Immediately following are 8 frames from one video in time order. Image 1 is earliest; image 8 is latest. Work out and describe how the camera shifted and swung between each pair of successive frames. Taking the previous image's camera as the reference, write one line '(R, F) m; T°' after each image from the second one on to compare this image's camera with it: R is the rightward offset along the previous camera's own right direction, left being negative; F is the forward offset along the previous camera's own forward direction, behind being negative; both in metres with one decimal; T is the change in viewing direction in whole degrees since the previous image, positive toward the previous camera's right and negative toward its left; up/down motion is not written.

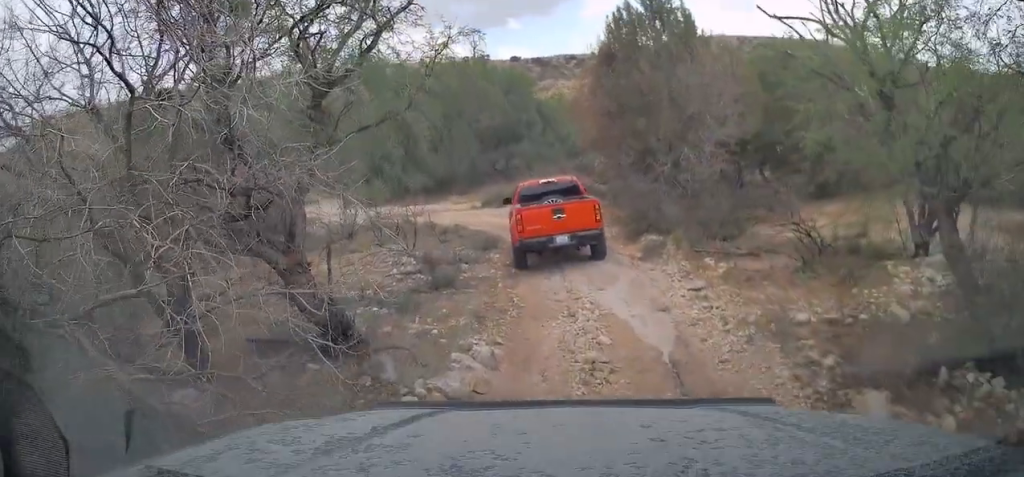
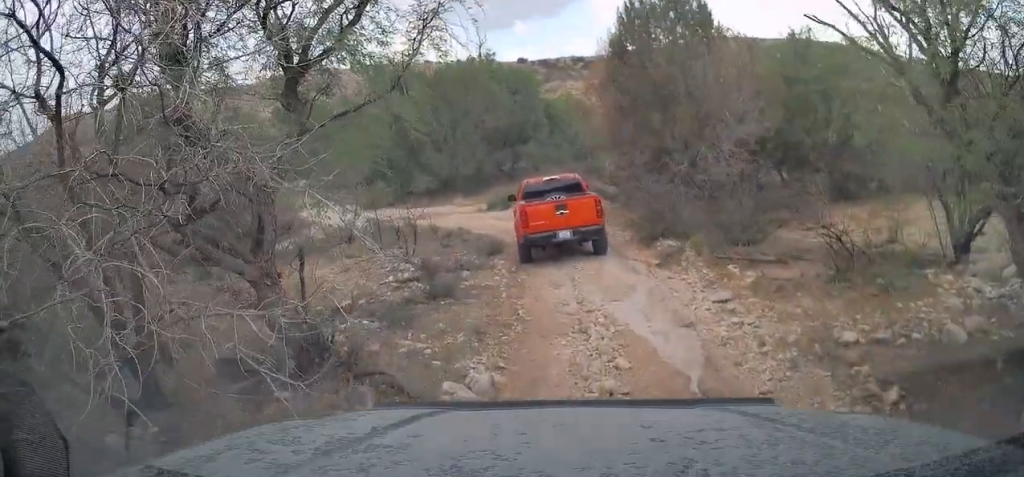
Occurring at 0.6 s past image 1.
(0.0, +1.1) m; -7°
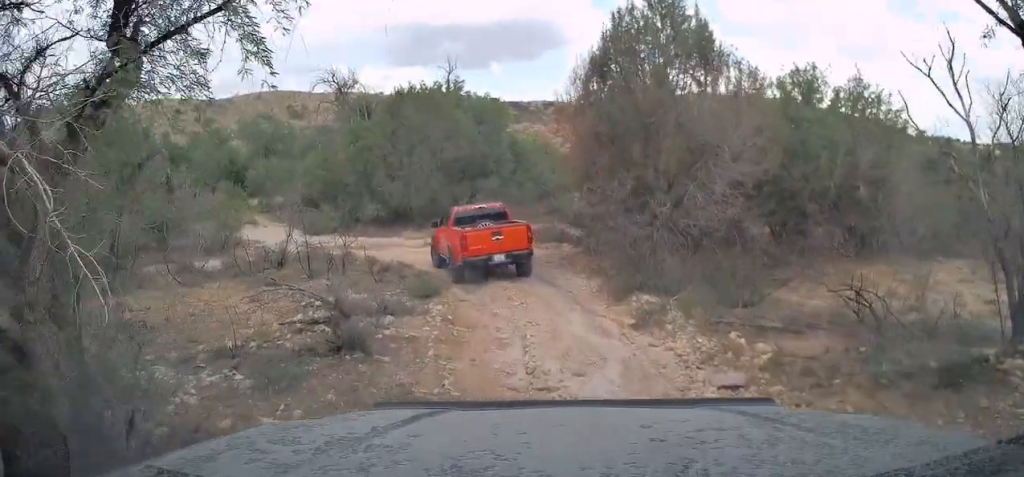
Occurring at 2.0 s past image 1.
(-0.2, +2.6) m; 0°
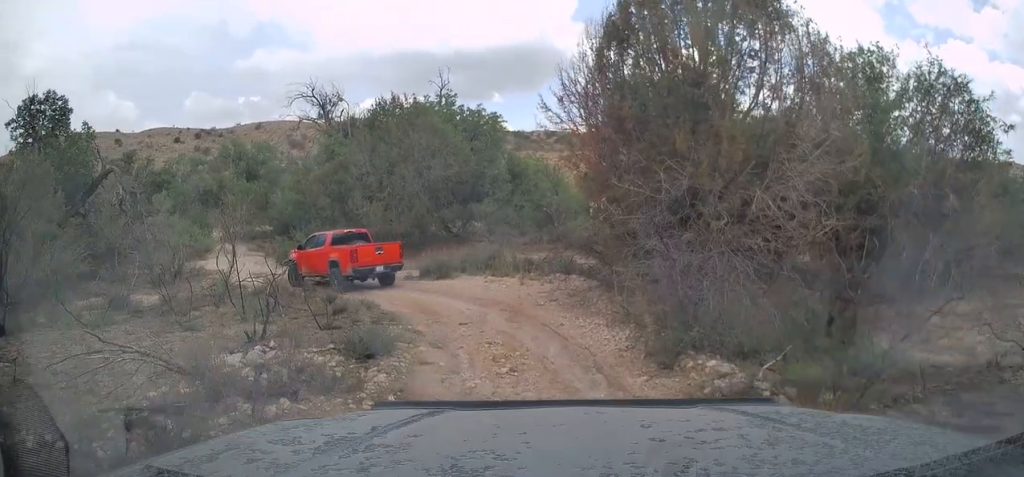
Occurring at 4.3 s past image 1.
(-0.8, +3.8) m; -7°
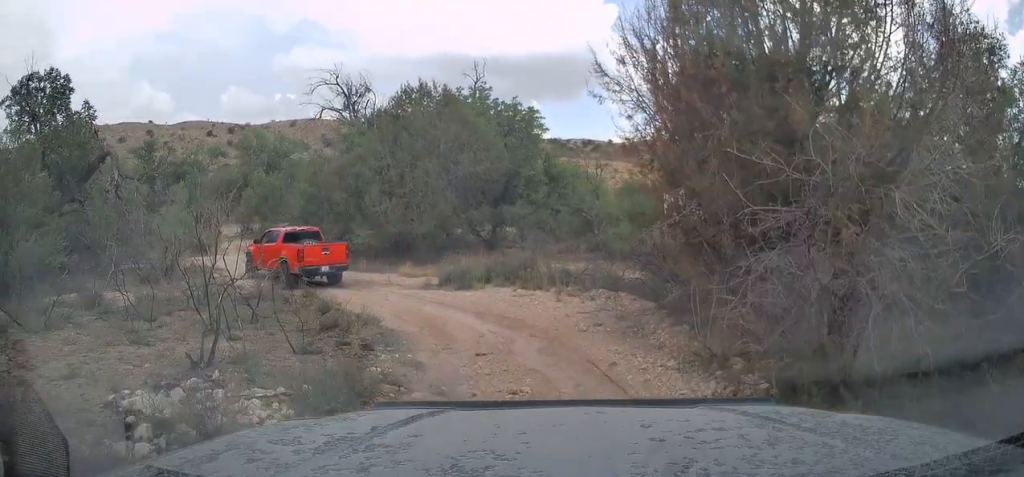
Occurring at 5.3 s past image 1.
(+0.5, +2.2) m; +1°
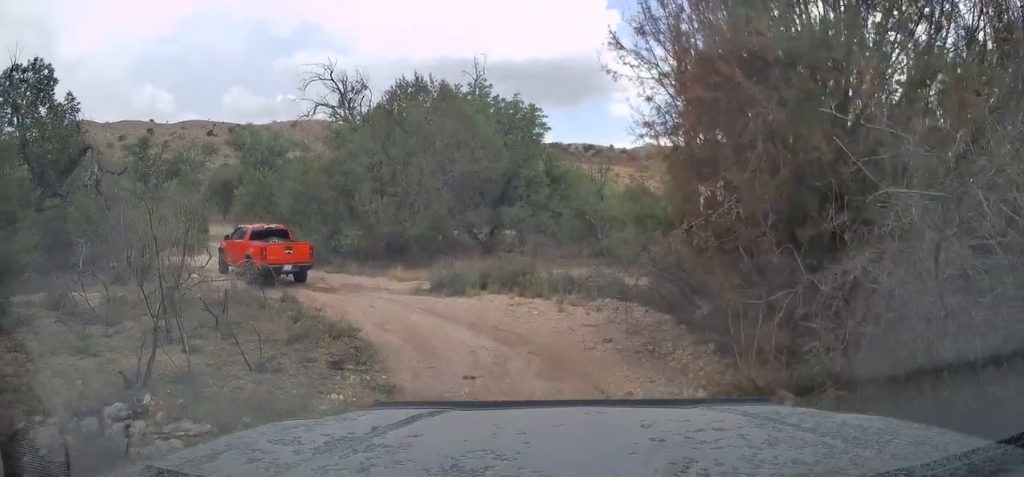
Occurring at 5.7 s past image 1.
(-0.1, +1.0) m; -4°
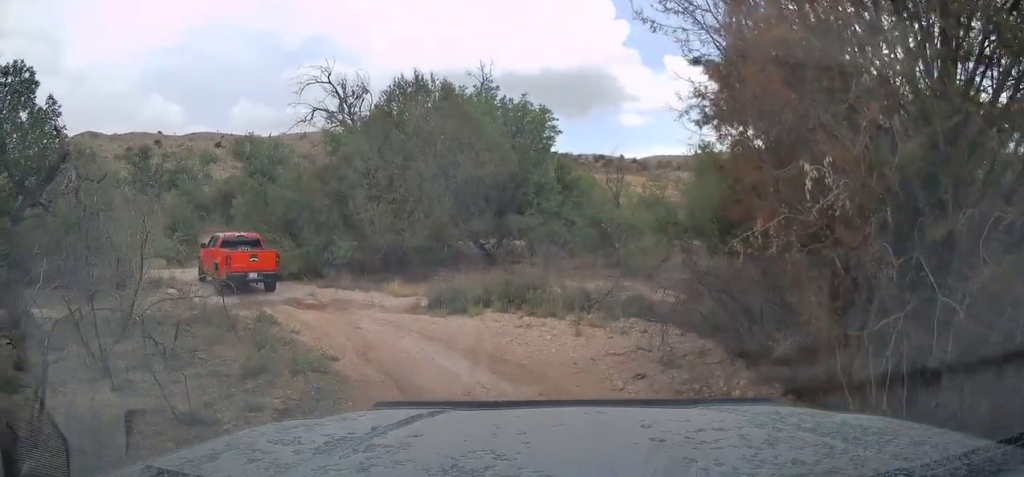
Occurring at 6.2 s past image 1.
(-0.2, +1.4) m; -7°
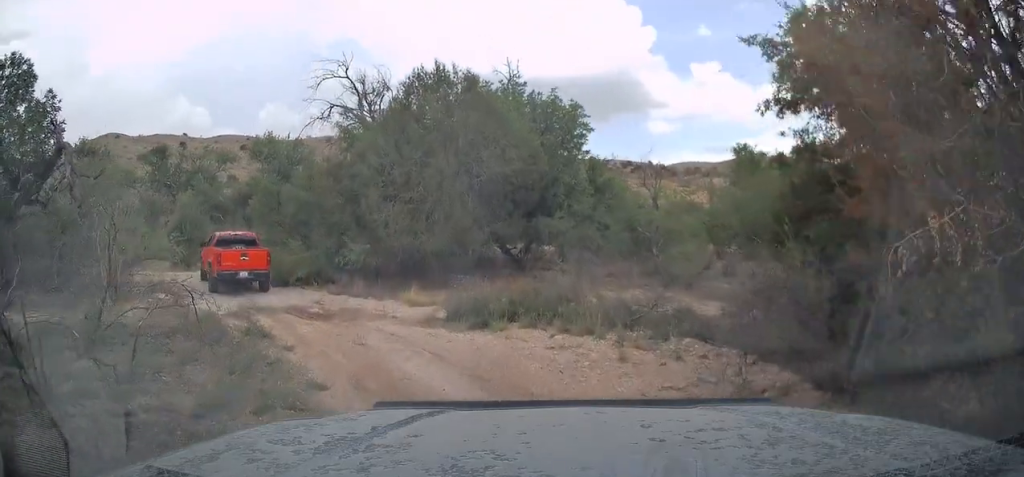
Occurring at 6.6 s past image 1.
(-0.1, +1.4) m; -4°
